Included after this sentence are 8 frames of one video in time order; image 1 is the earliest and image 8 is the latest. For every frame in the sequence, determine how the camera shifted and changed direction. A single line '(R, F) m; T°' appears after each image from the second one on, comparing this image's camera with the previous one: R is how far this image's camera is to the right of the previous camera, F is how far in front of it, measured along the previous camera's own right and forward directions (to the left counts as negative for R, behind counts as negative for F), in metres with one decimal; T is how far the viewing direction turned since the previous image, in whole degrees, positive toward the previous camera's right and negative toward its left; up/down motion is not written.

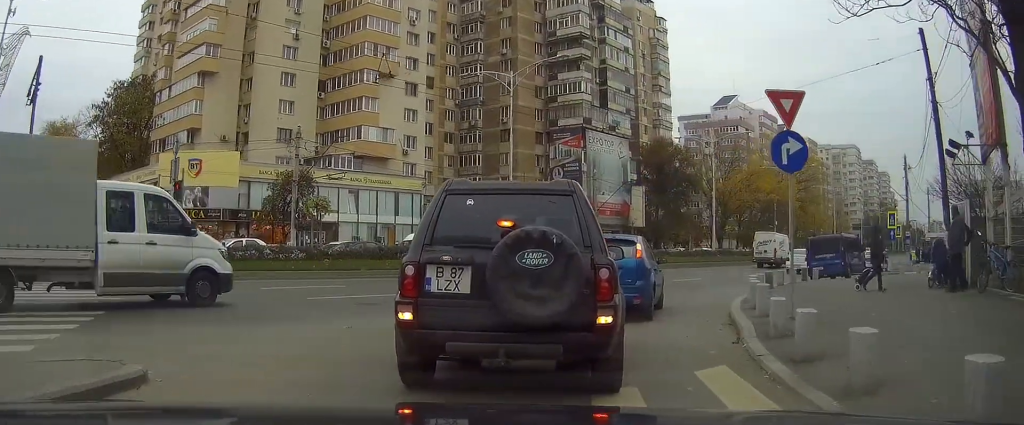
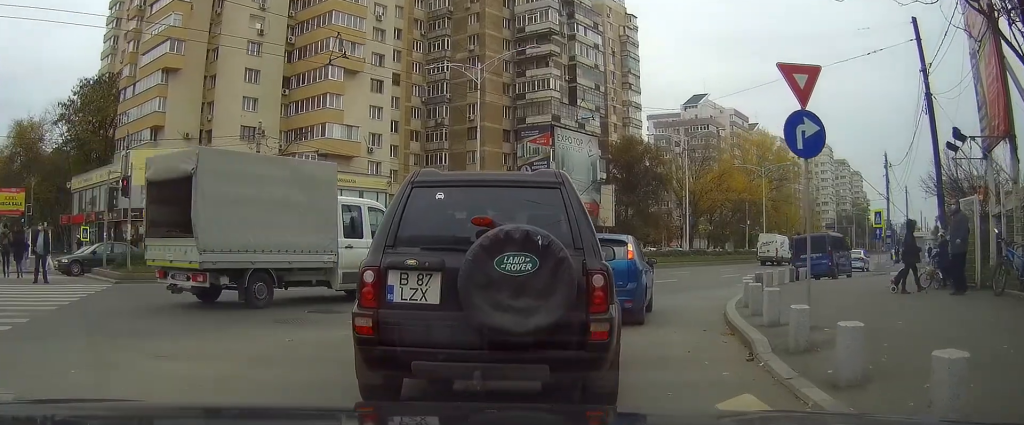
(+0.1, +1.7) m; +3°
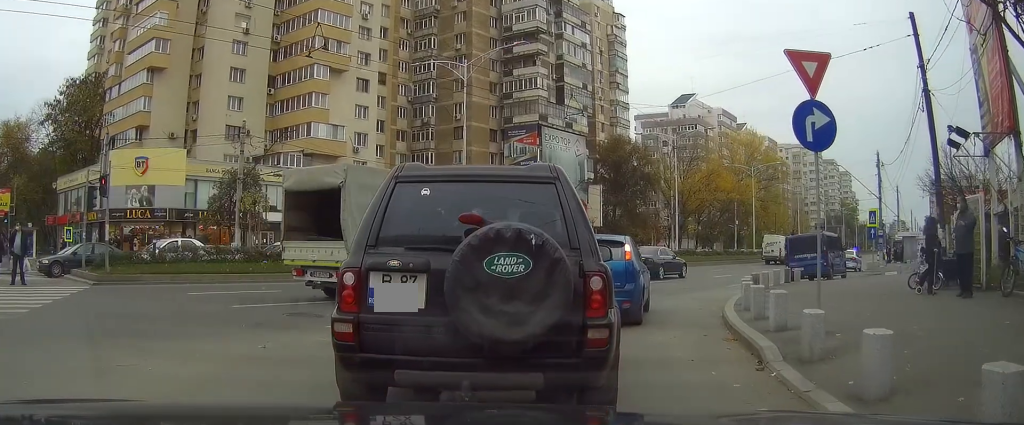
(0.0, +0.7) m; 0°
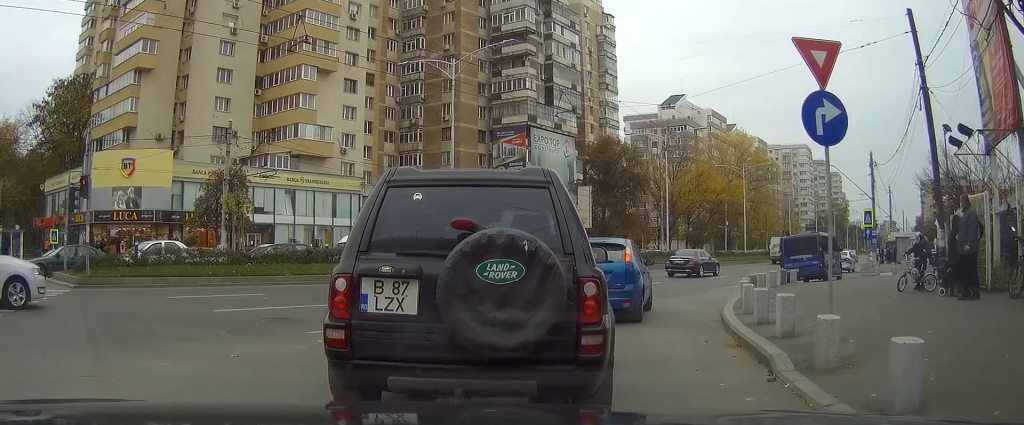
(-0.1, +0.7) m; 0°
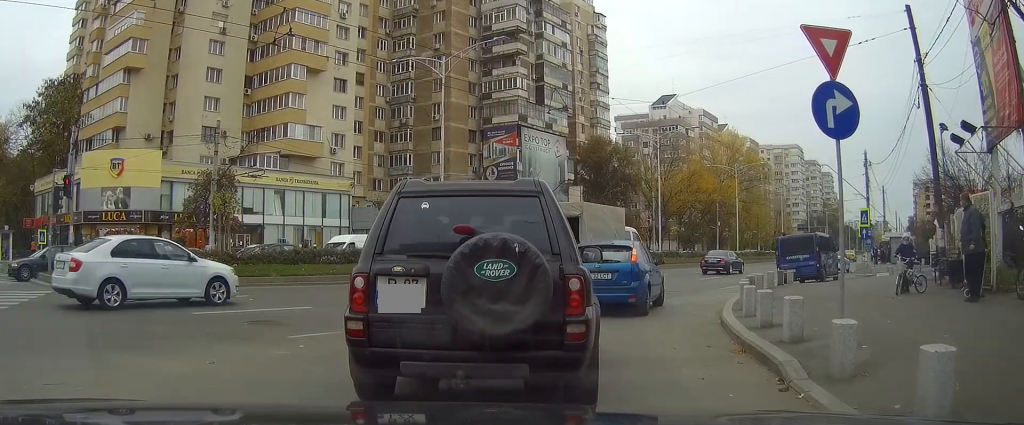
(-0.1, +0.6) m; 0°
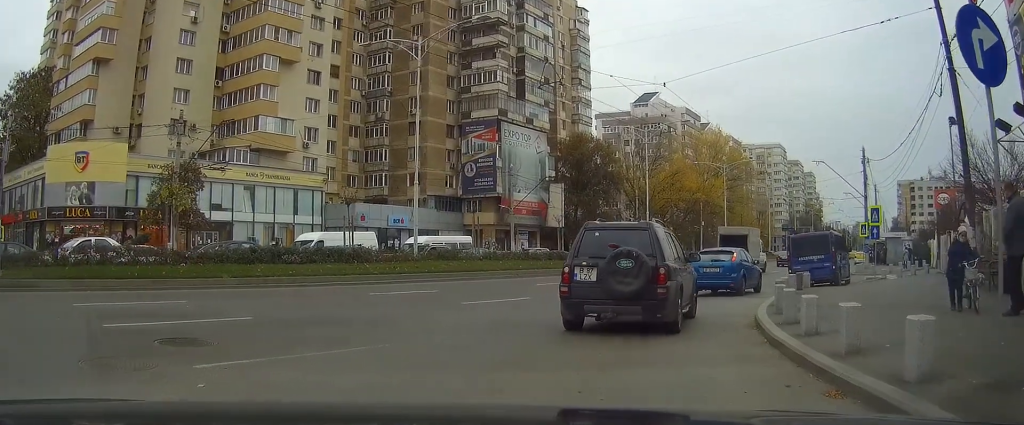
(+0.2, +2.5) m; +11°
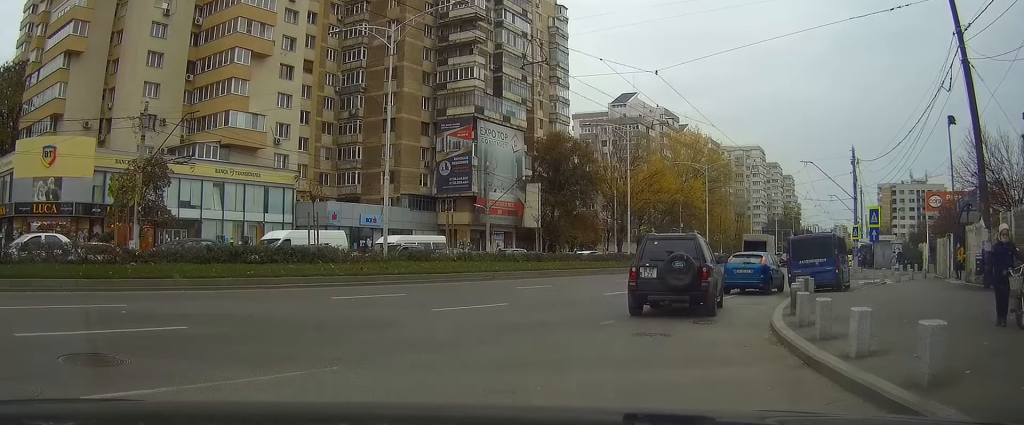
(+0.1, +1.4) m; +7°
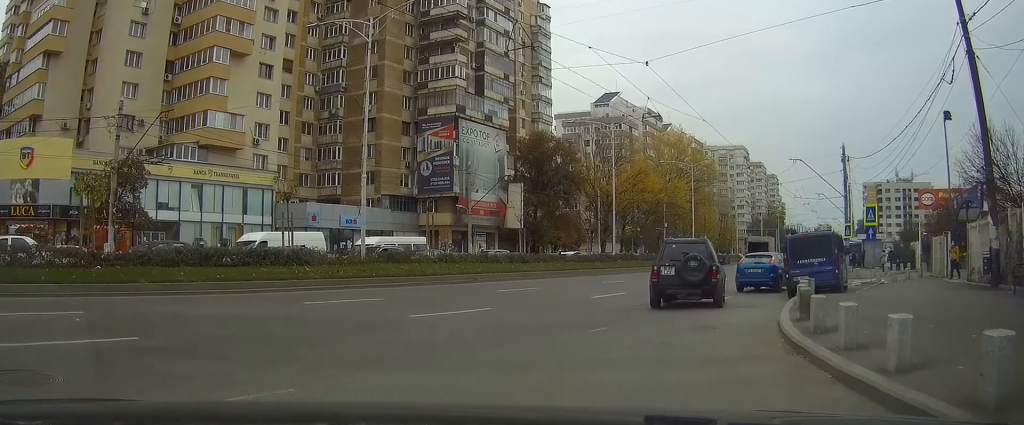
(0.0, +0.9) m; +1°
